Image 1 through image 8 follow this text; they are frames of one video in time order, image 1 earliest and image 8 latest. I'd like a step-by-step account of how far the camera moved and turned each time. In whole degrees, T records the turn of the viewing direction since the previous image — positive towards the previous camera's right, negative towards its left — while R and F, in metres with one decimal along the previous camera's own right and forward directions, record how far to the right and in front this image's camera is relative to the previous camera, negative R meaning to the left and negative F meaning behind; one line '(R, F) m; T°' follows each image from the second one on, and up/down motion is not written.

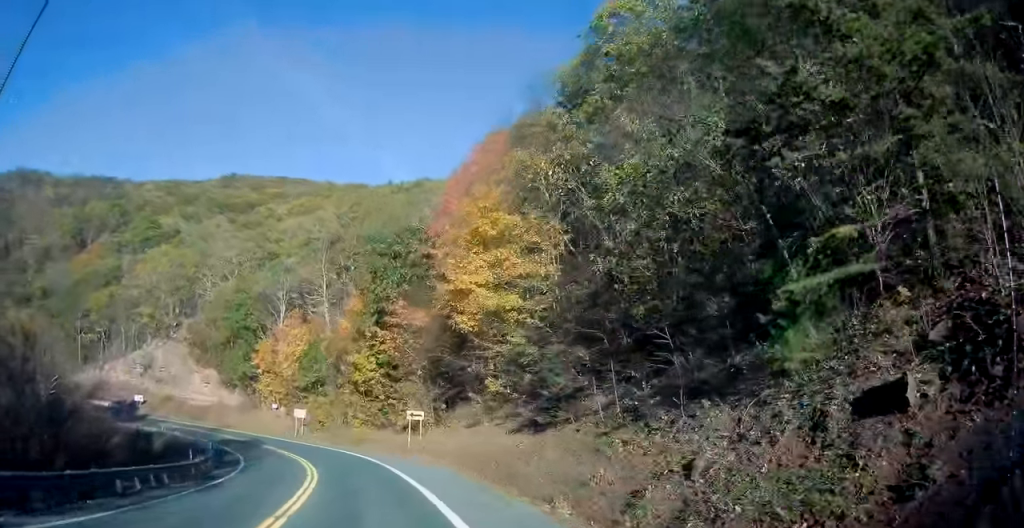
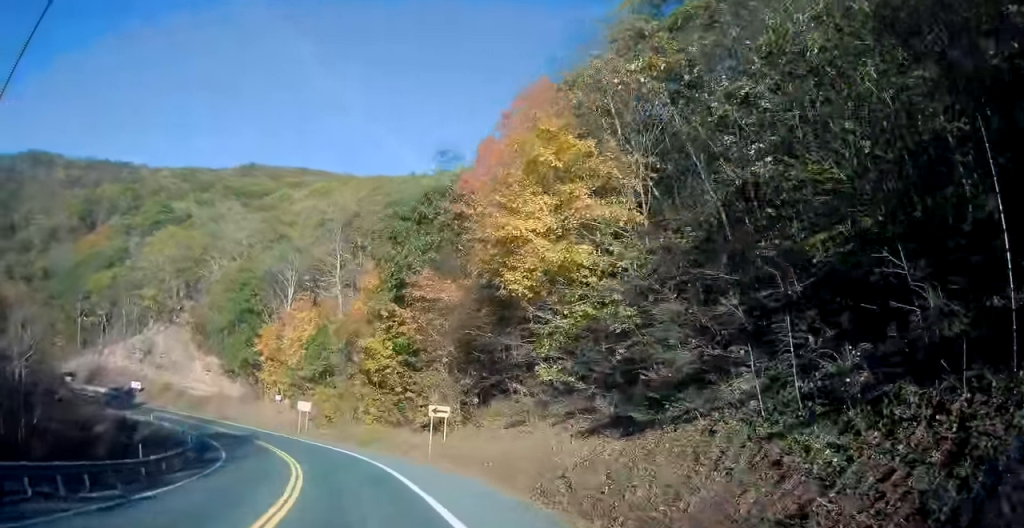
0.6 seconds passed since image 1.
(0.0, +7.9) m; +5°
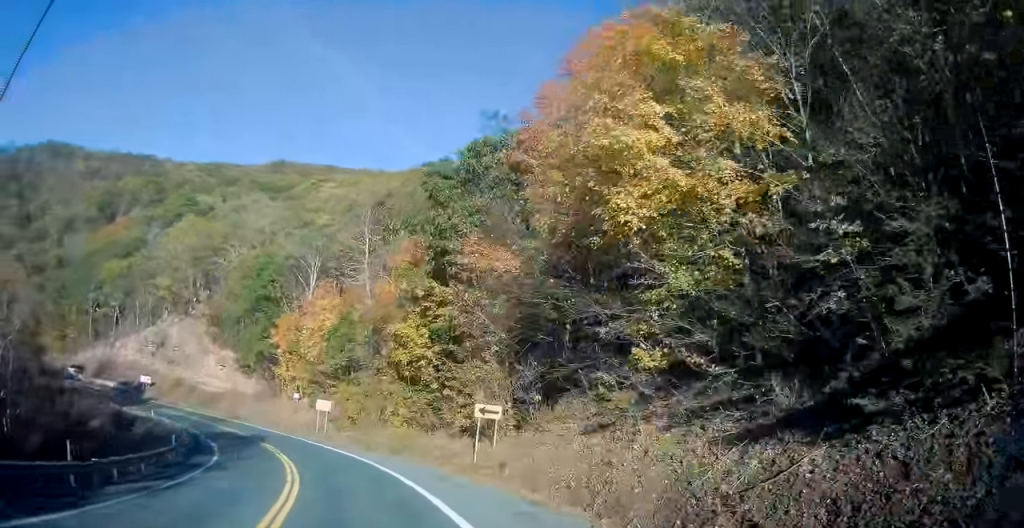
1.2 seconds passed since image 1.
(+0.4, +7.2) m; -3°
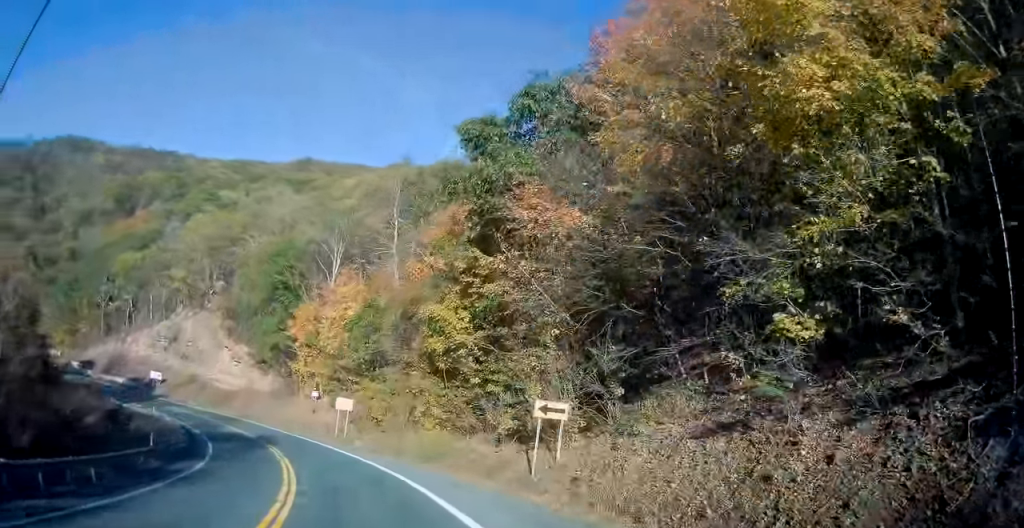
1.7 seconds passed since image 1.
(+1.2, +5.8) m; -7°
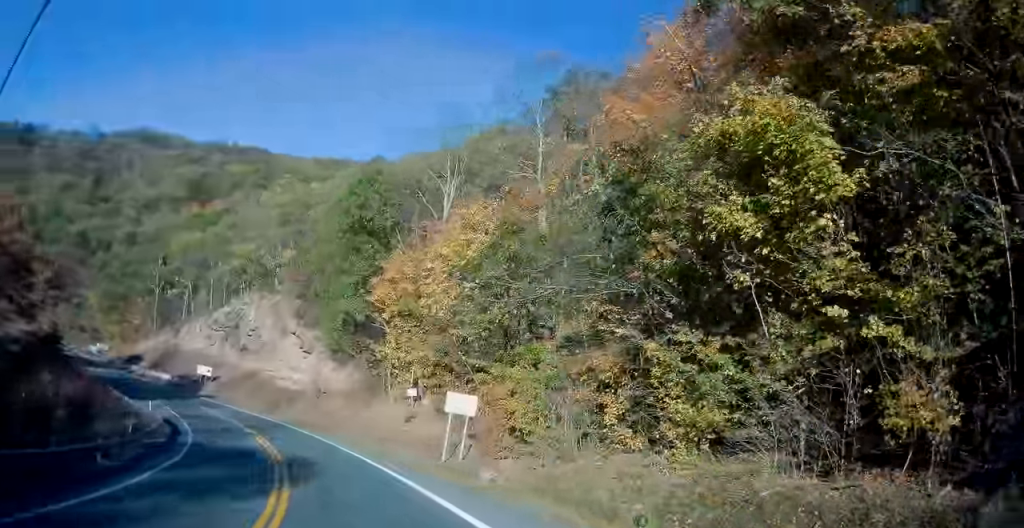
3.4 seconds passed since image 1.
(-5.7, +20.2) m; -17°
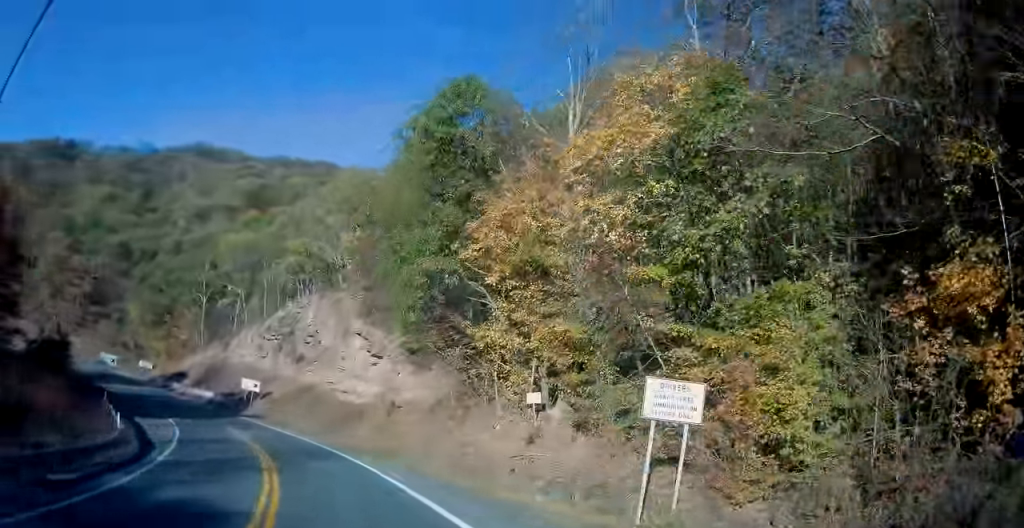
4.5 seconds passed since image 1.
(0.0, +13.8) m; -4°
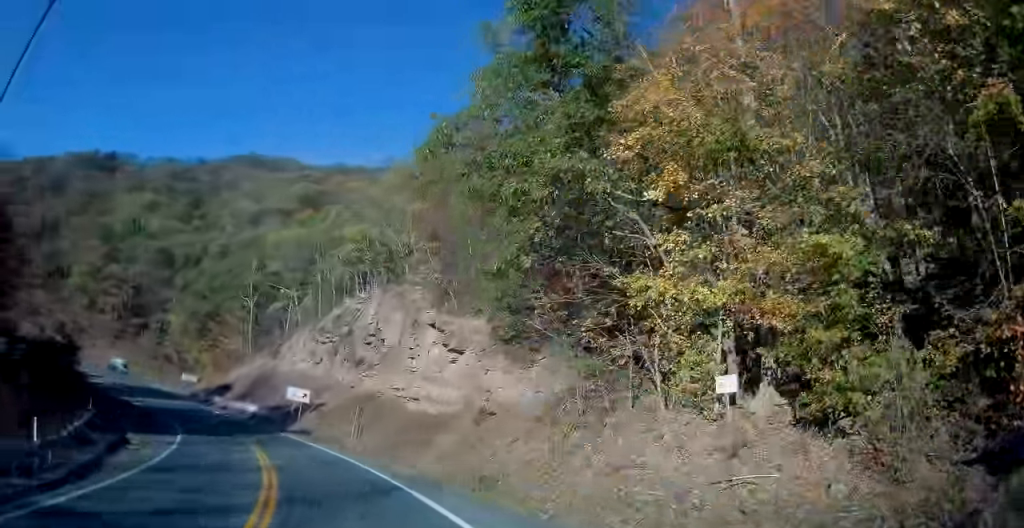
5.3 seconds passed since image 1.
(-0.5, +10.1) m; -7°
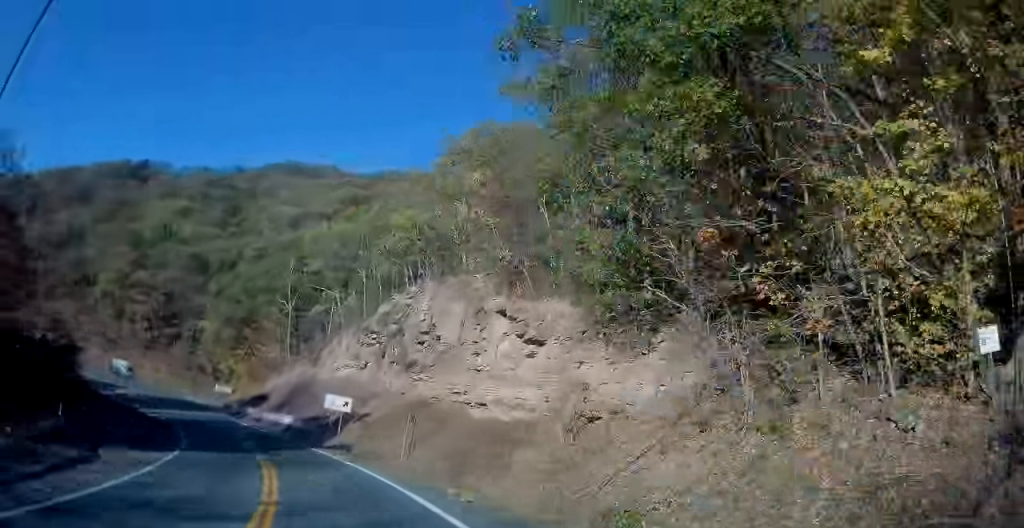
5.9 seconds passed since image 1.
(-0.1, +7.2) m; -5°
